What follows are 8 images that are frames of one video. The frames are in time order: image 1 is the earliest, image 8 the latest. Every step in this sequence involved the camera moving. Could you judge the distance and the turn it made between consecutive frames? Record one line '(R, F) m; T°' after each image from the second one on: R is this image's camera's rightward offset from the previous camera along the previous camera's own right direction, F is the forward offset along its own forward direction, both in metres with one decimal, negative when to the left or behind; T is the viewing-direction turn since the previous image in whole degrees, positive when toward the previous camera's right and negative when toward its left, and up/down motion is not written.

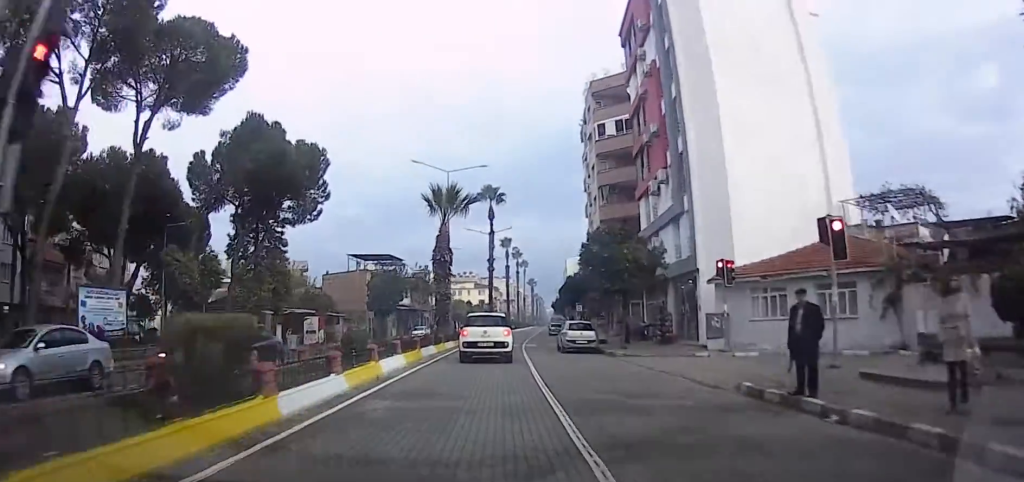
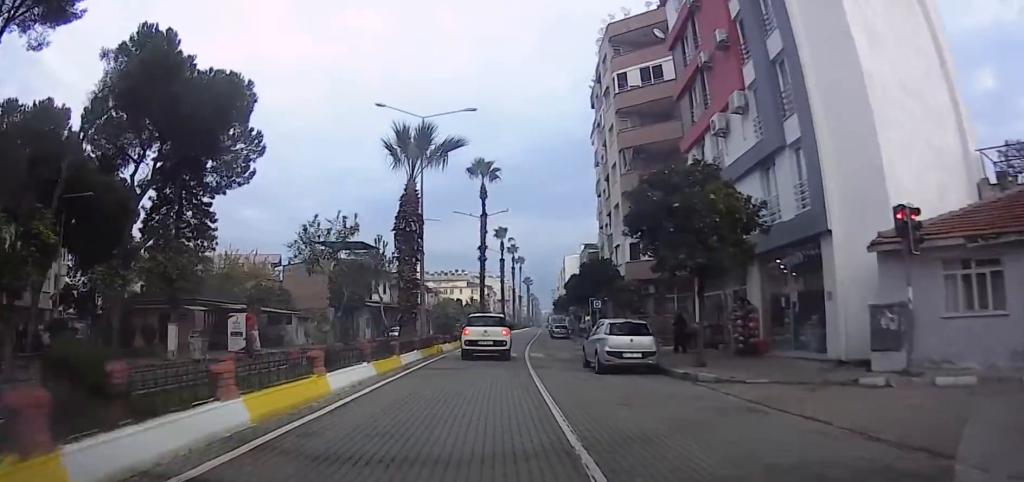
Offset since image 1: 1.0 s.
(+0.1, +10.6) m; +3°
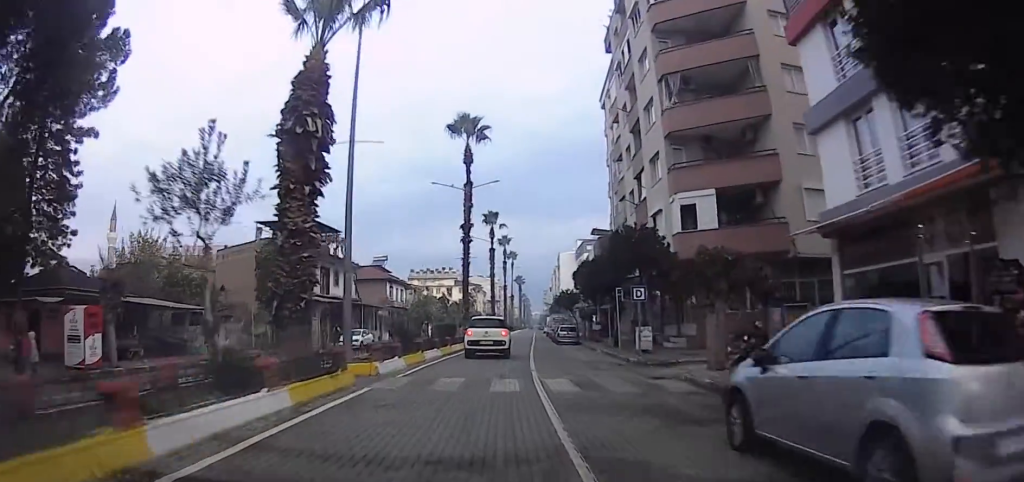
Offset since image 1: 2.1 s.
(+0.5, +11.9) m; +2°
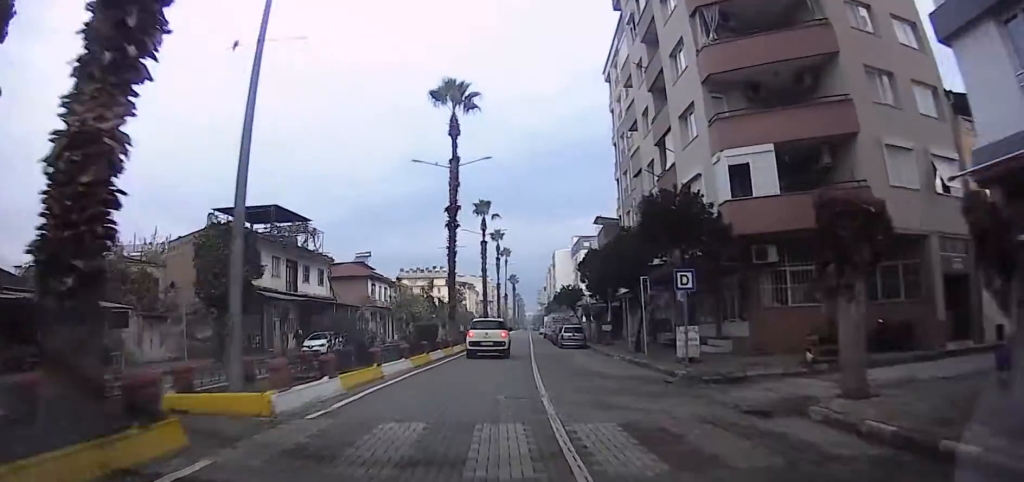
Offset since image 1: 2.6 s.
(0.0, +6.0) m; 0°
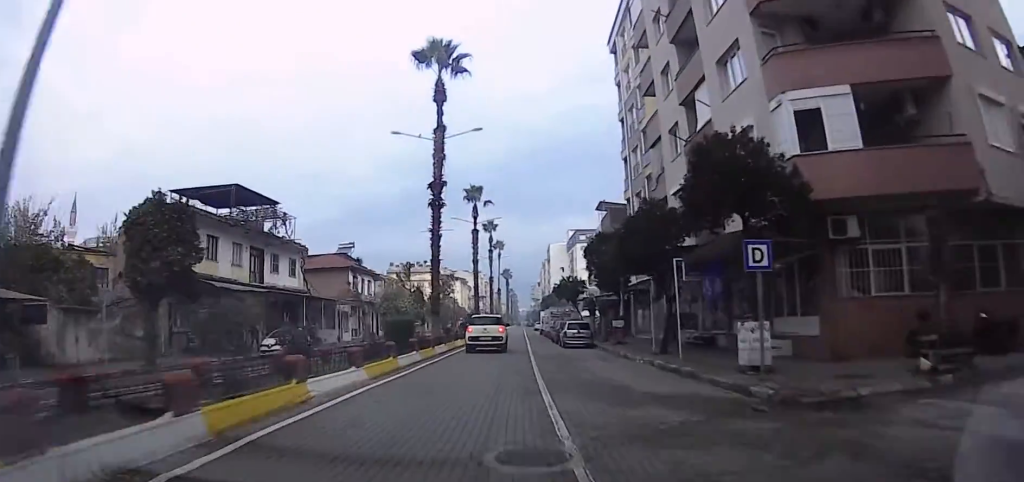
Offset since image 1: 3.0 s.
(0.0, +5.0) m; 0°
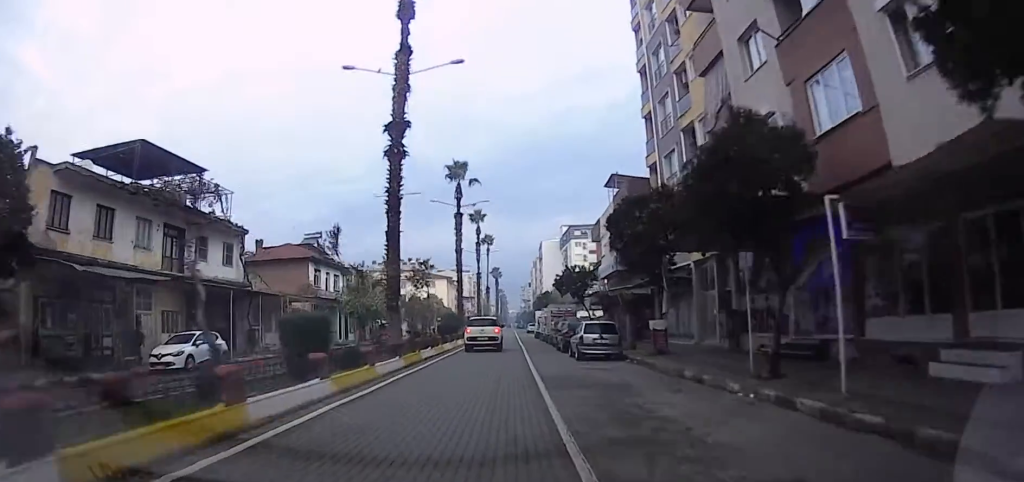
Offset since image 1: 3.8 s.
(0.0, +8.9) m; 0°
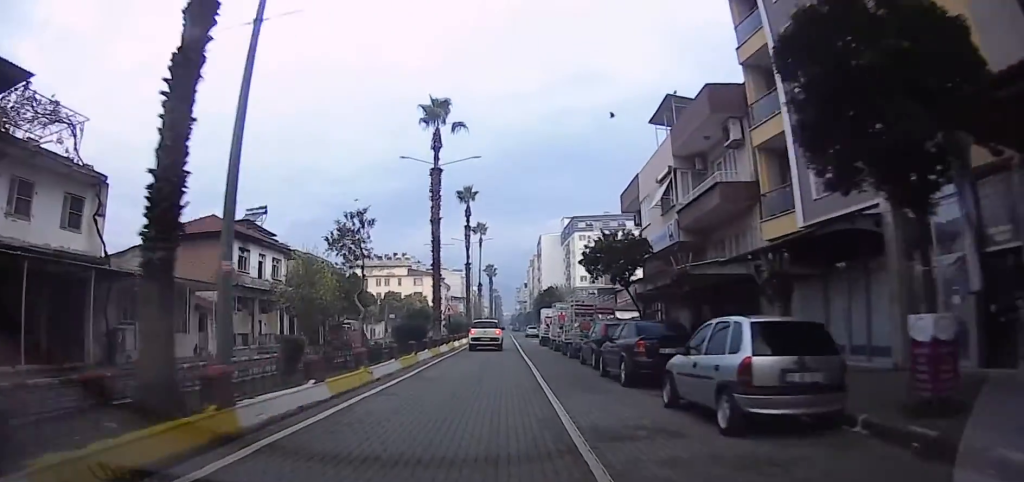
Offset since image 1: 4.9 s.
(0.0, +13.7) m; 0°
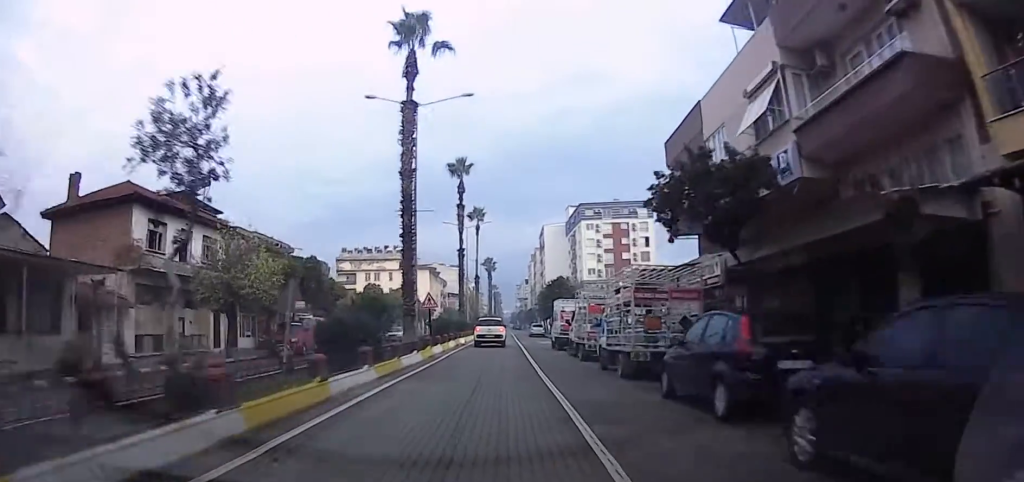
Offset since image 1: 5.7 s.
(0.0, +9.8) m; 0°
